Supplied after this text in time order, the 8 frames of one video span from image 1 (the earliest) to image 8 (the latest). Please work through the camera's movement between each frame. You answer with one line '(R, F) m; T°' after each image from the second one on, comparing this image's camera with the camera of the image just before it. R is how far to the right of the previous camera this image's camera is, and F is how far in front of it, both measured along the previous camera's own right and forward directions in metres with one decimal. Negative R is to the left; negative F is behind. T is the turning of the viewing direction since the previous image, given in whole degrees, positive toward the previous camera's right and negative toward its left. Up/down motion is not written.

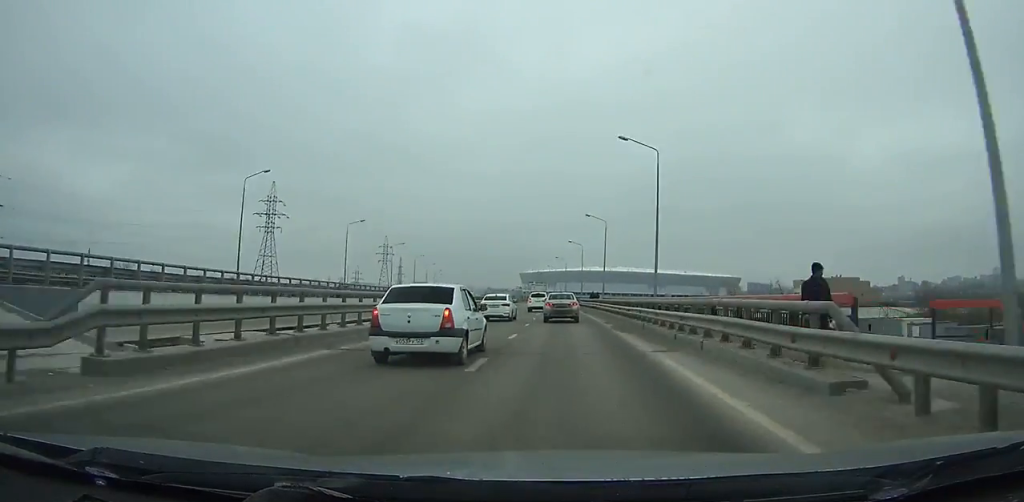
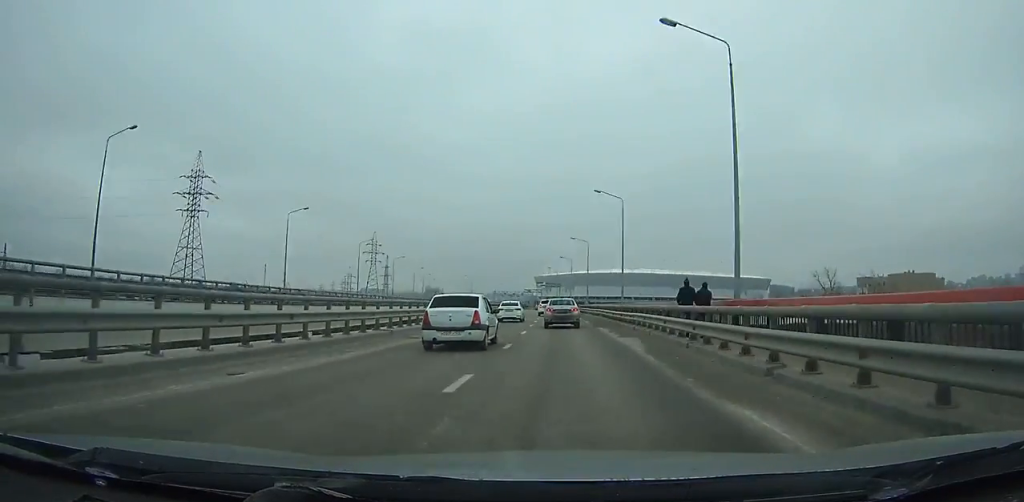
(-1.2, +49.1) m; -2°
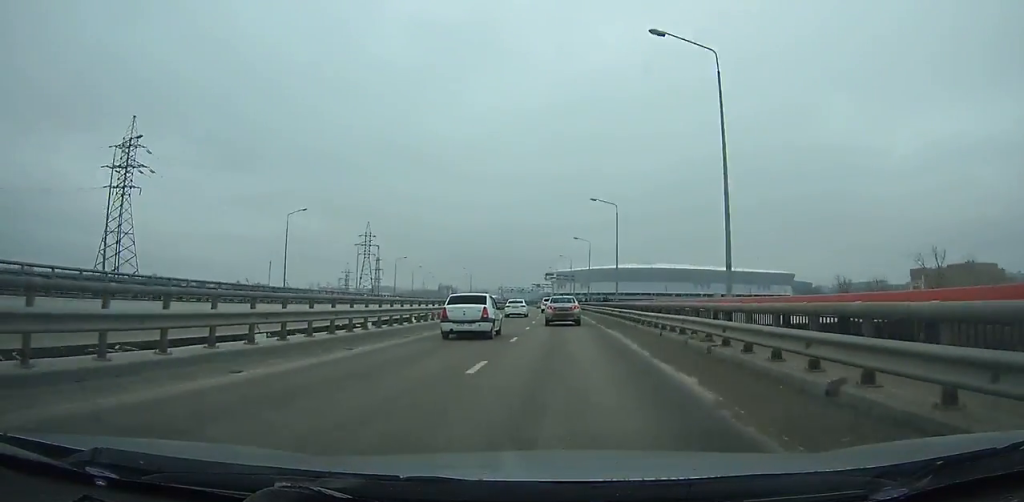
(-0.2, +30.1) m; -1°
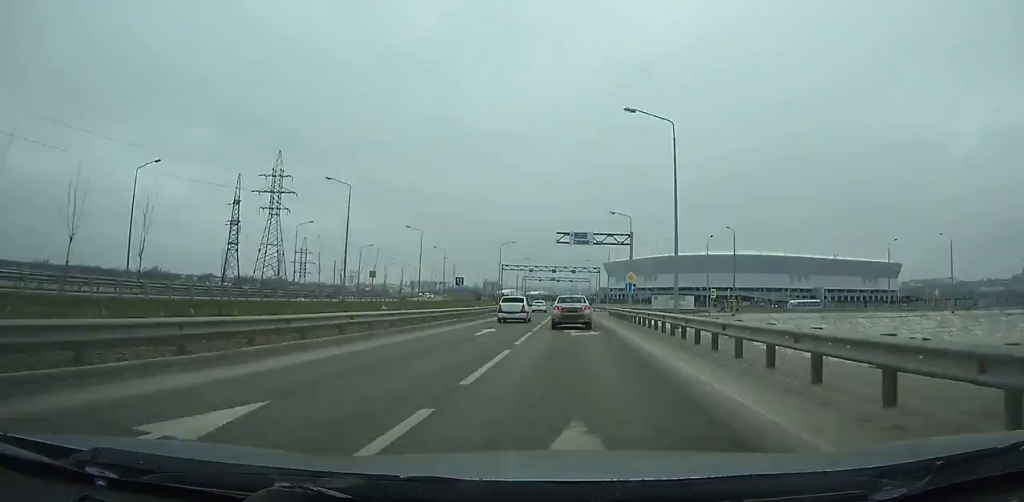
(-5.6, +120.7) m; -5°
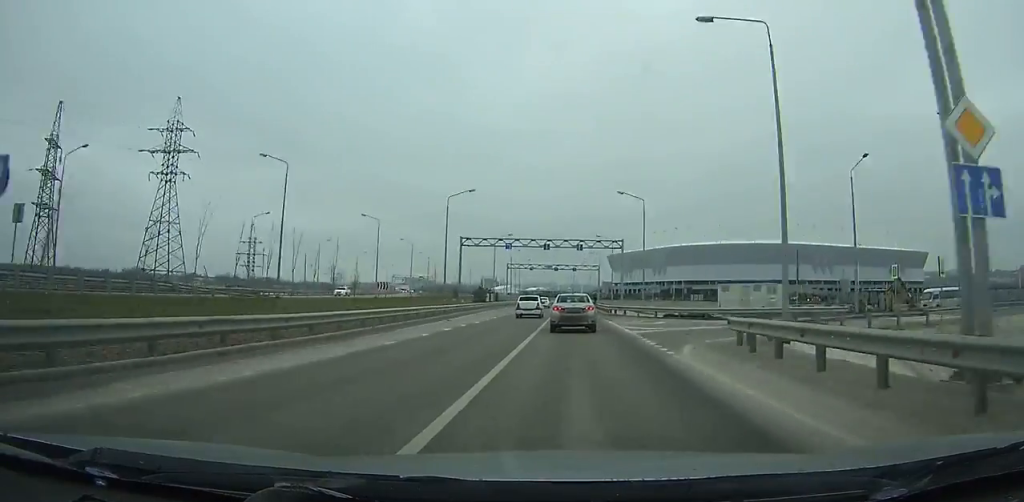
(-0.4, +39.9) m; 0°
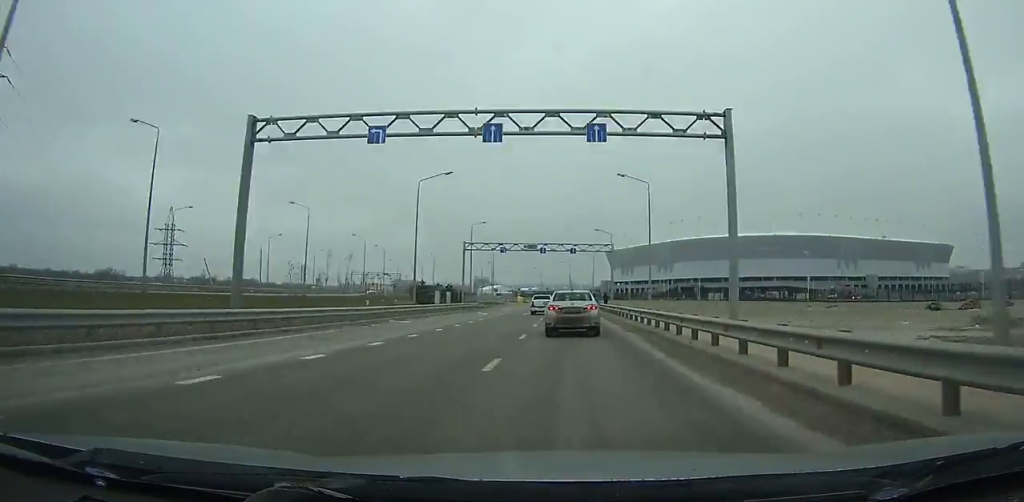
(-0.1, +41.0) m; 0°
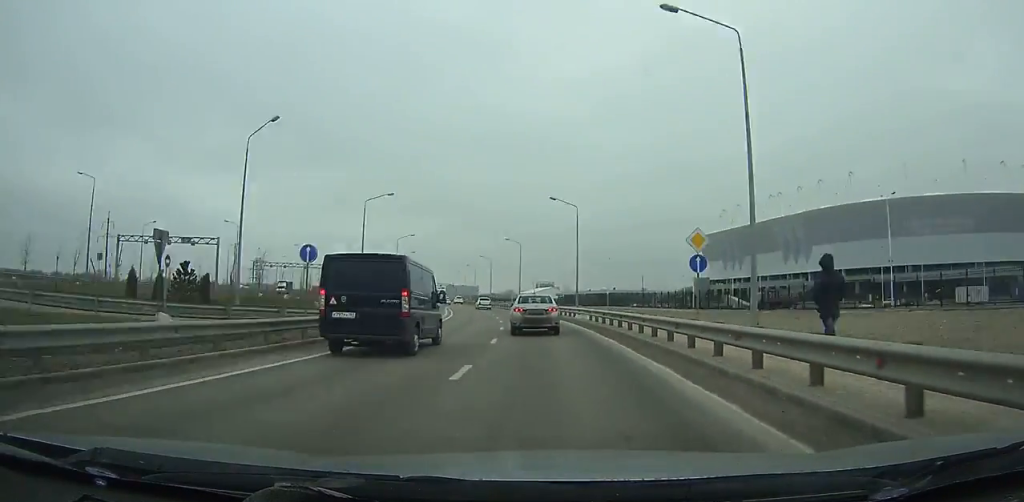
(-6.9, +135.3) m; -11°
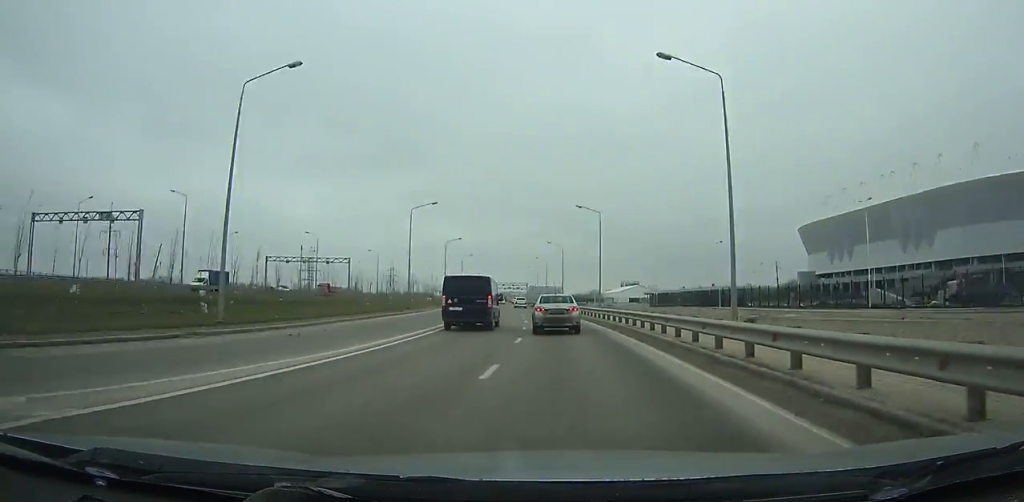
(-1.3, +31.2) m; -4°
